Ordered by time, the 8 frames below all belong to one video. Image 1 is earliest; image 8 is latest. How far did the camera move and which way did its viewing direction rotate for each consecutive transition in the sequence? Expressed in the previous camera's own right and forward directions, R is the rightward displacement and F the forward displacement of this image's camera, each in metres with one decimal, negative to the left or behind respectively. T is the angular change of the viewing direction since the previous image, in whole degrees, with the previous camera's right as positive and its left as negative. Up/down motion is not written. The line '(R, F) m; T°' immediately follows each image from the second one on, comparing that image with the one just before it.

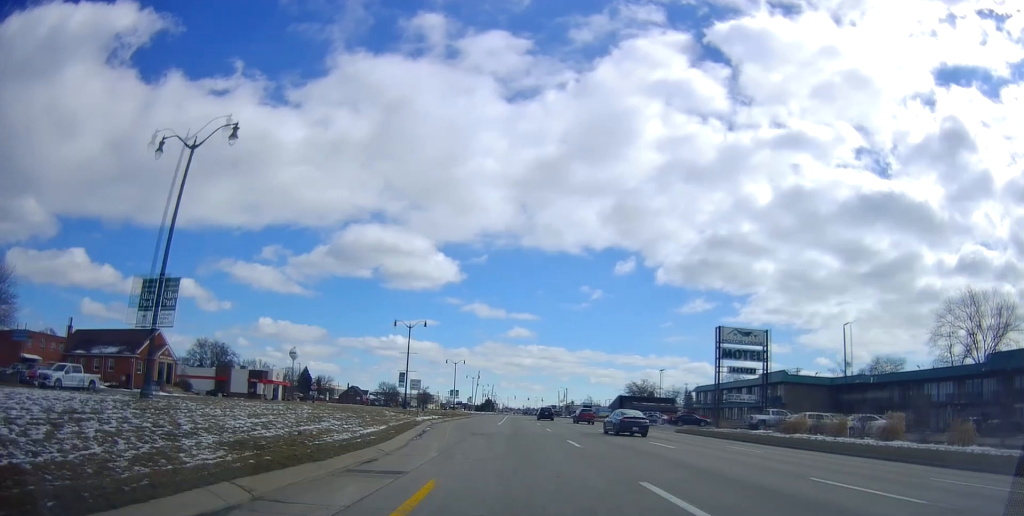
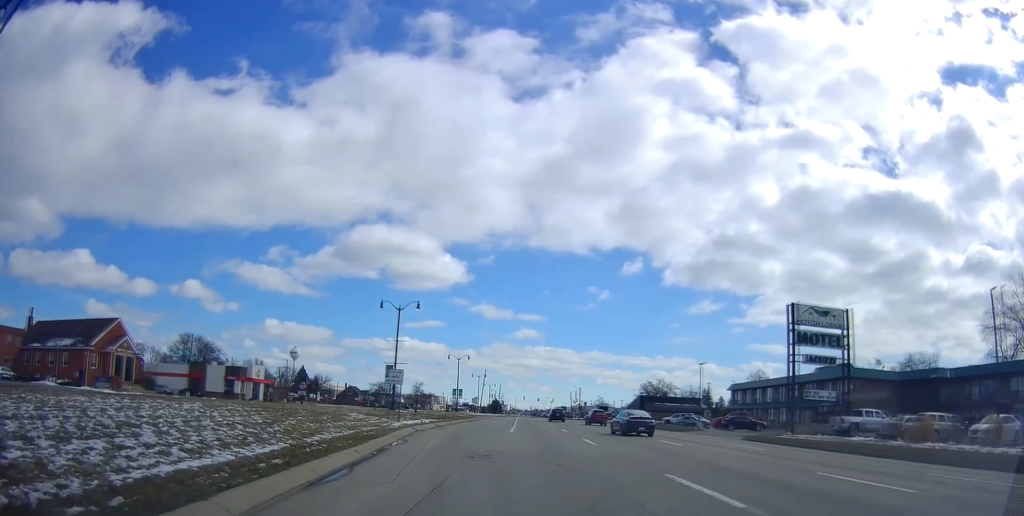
(-0.1, +13.5) m; -1°
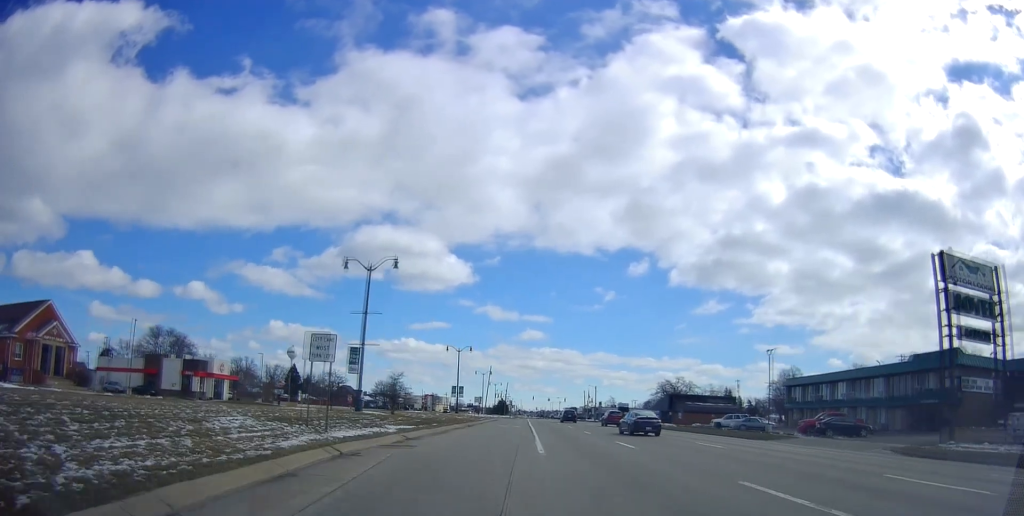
(-0.1, +17.3) m; -1°
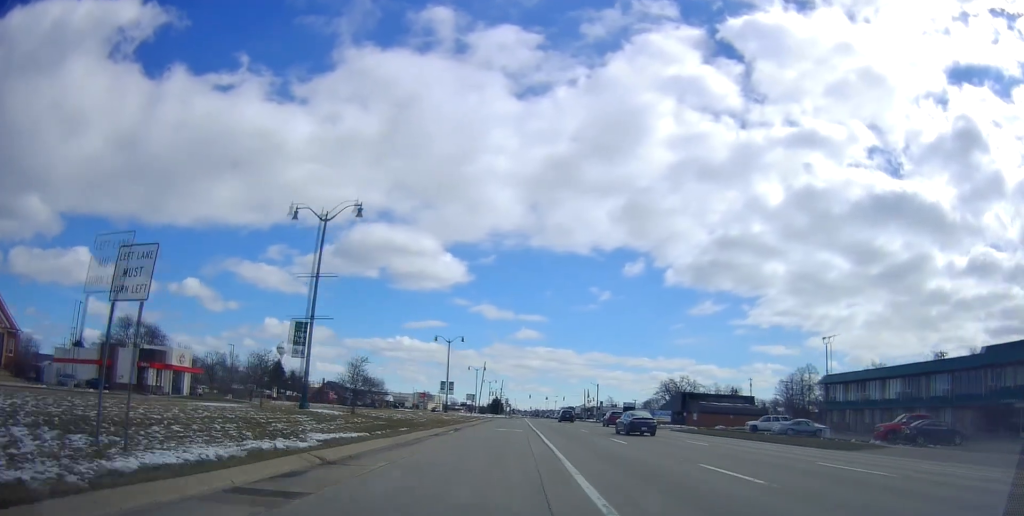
(0.0, +11.2) m; 0°
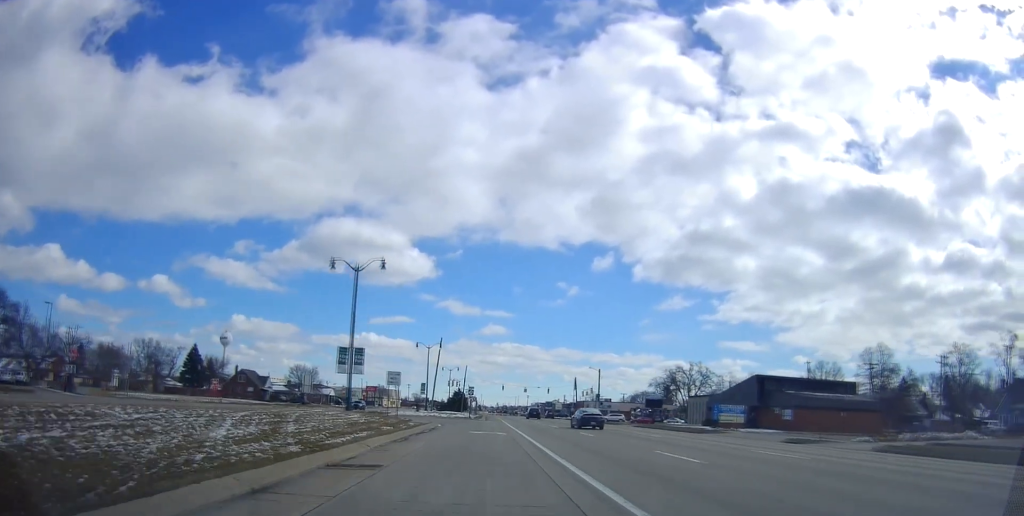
(+0.7, +41.4) m; +2°
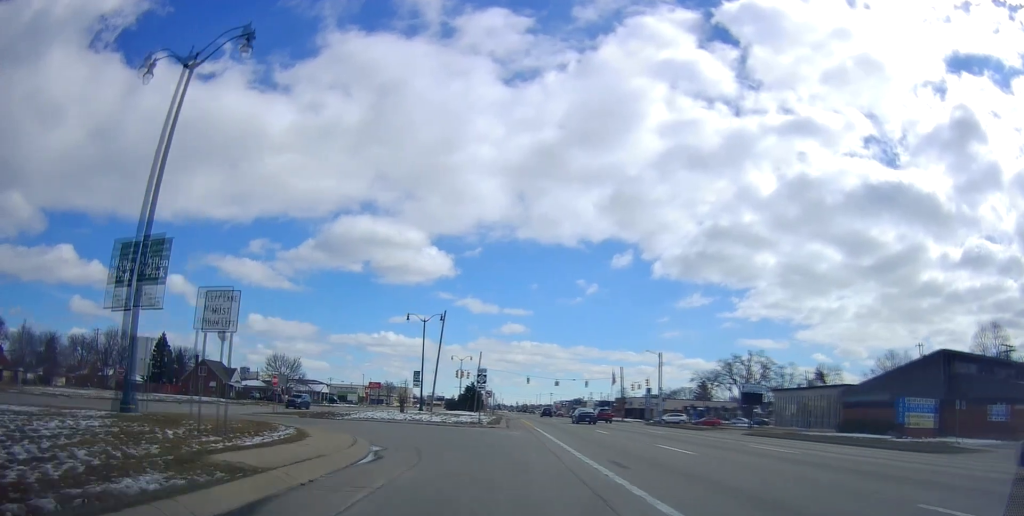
(0.0, +28.0) m; -1°
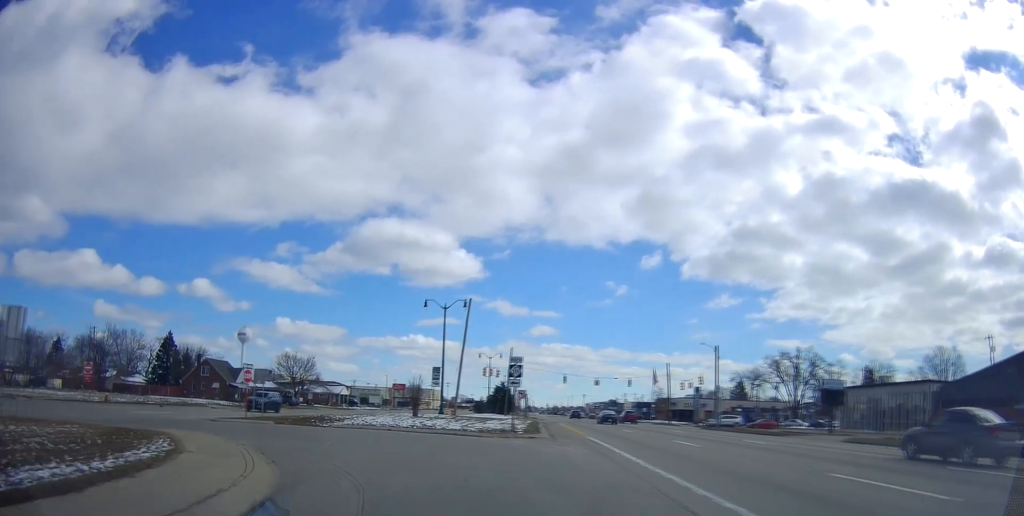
(-0.1, +10.4) m; -4°
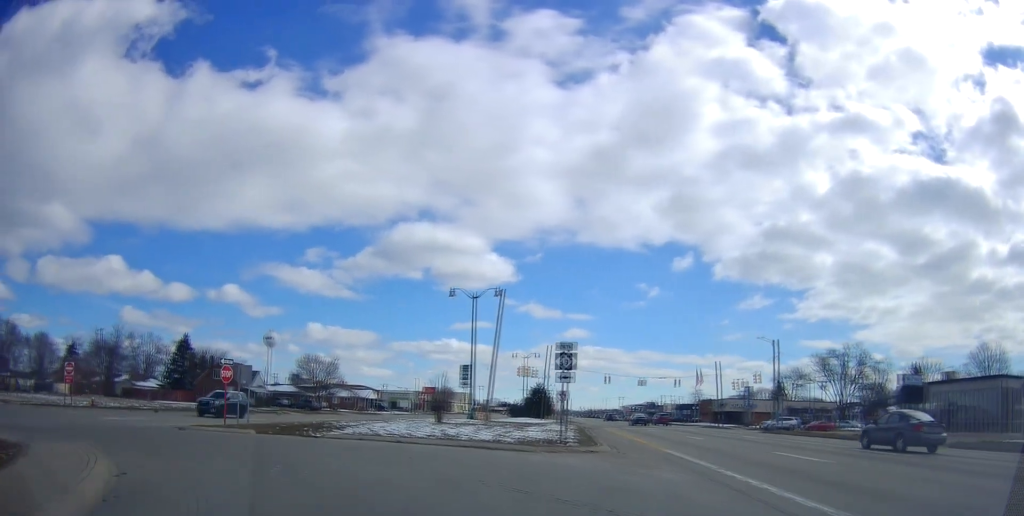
(0.0, +7.2) m; -5°
